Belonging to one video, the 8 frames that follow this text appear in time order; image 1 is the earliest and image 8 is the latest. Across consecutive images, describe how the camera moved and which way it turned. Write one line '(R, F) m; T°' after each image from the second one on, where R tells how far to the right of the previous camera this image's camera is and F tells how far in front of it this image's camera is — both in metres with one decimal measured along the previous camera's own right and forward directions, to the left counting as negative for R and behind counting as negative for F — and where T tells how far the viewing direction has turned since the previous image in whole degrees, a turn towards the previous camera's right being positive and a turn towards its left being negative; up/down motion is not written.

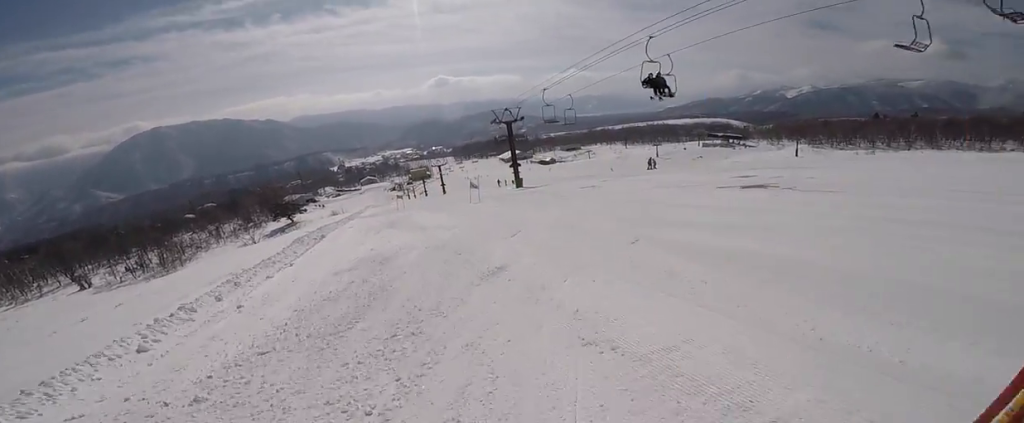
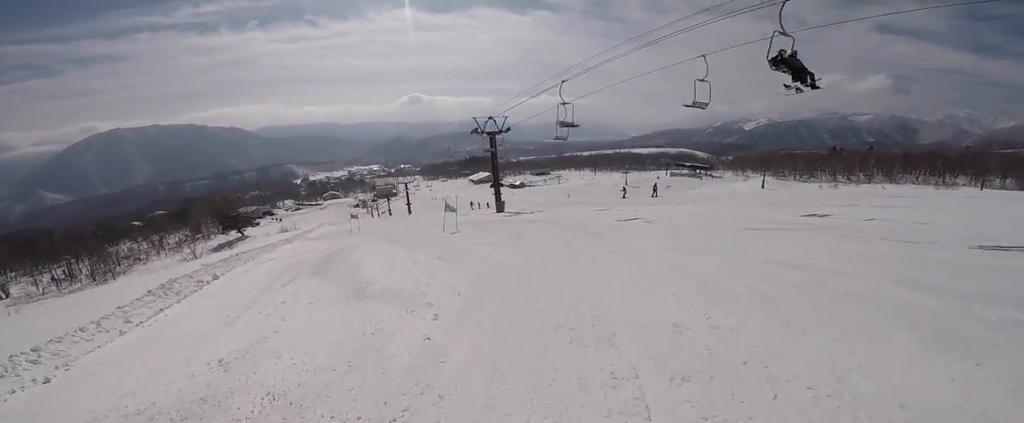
(+1.2, +7.2) m; +6°
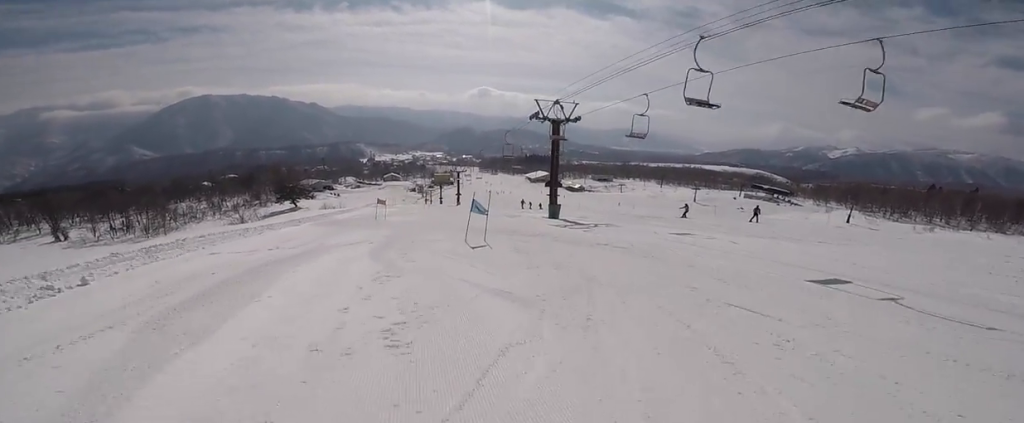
(-0.4, +6.3) m; -5°
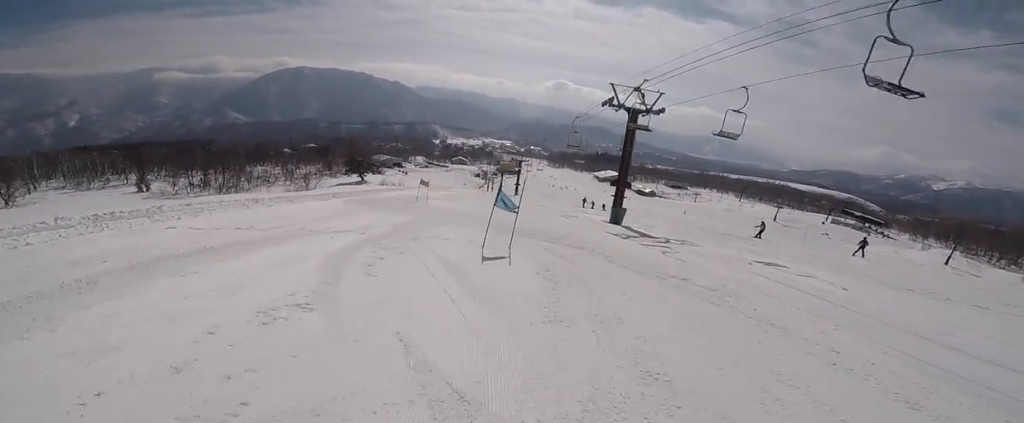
(-0.1, +3.5) m; -6°
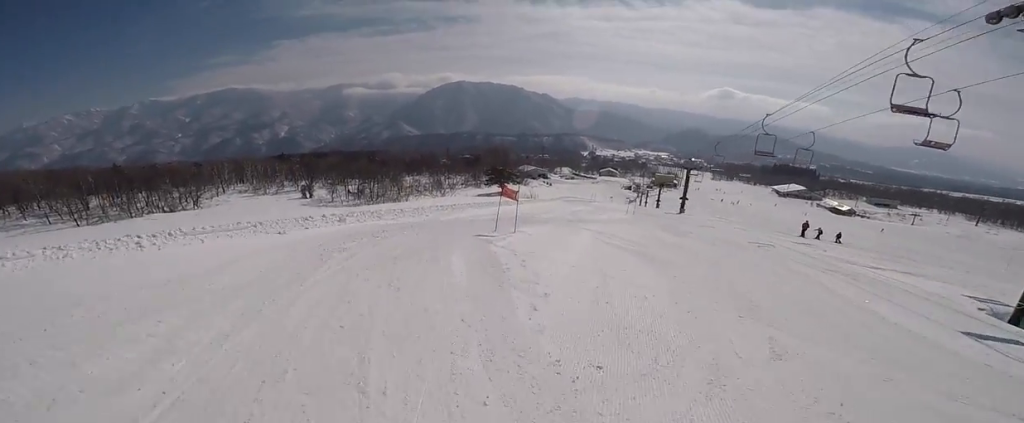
(-4.5, +13.5) m; -22°
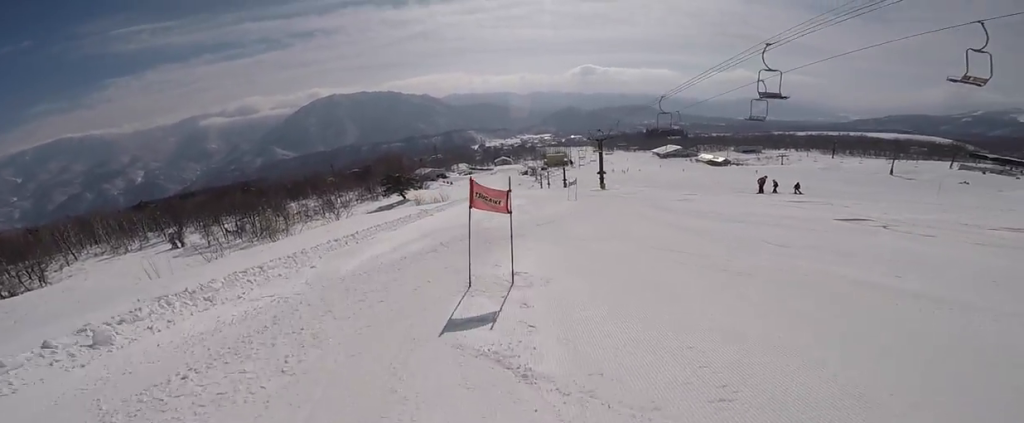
(+1.6, +7.5) m; +12°
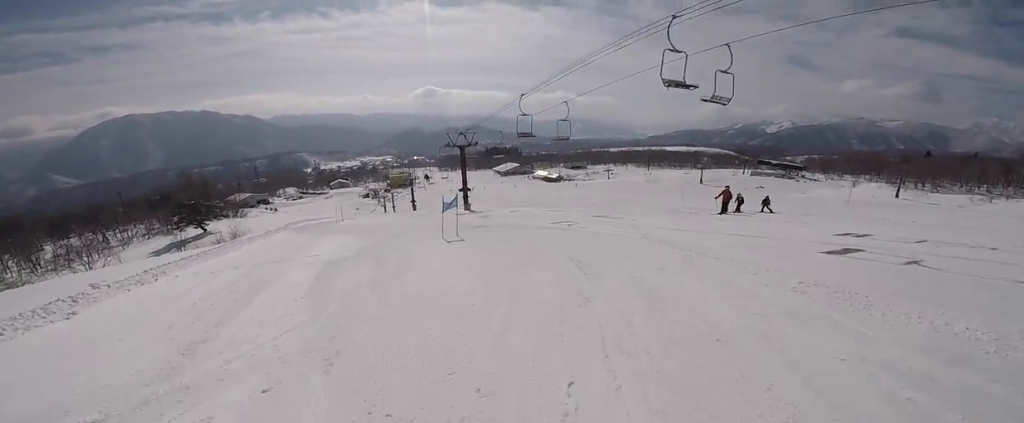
(+3.4, +15.5) m; +20°
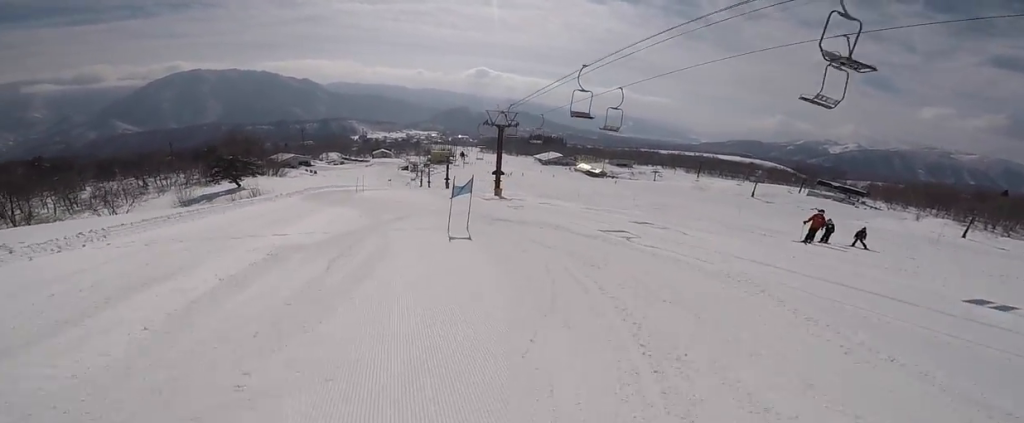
(-0.1, +3.7) m; -3°
